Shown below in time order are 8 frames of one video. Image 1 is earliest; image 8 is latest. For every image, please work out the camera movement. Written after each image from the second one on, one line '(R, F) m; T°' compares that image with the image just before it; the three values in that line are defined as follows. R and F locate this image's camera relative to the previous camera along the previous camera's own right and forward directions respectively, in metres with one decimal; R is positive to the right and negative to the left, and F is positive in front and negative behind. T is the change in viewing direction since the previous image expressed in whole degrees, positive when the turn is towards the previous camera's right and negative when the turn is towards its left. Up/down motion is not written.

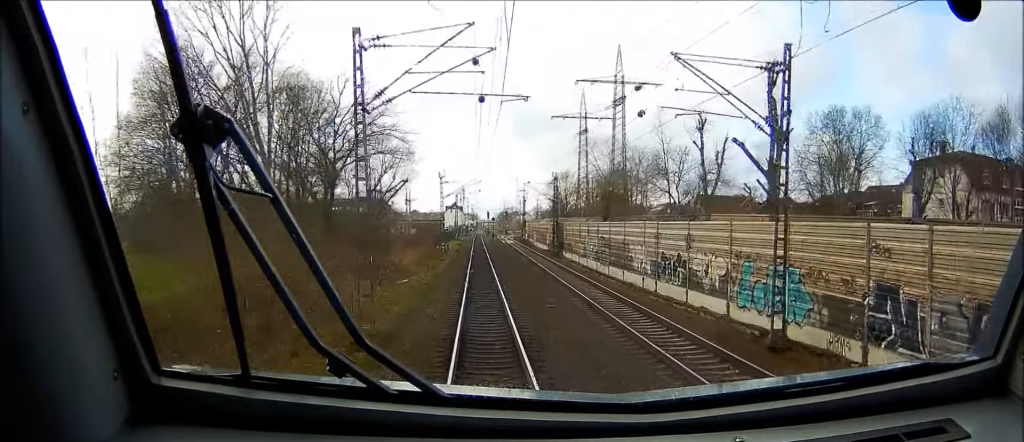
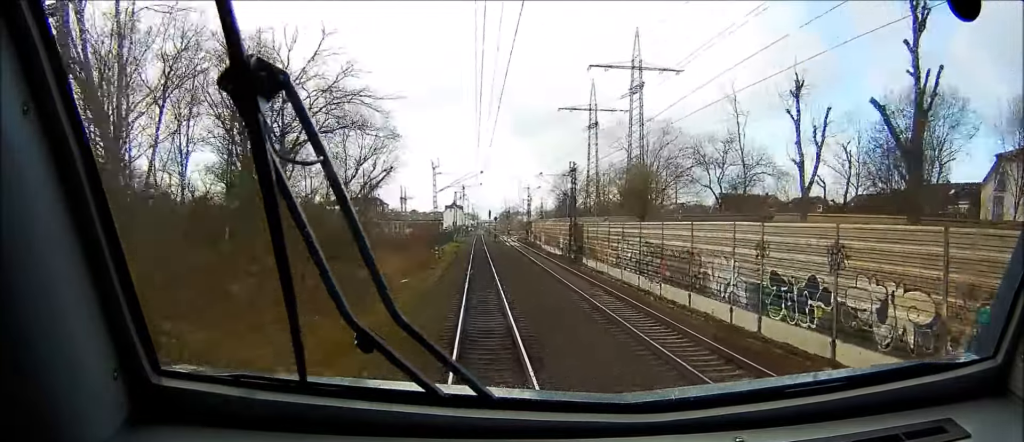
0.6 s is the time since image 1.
(0.0, +14.8) m; 0°
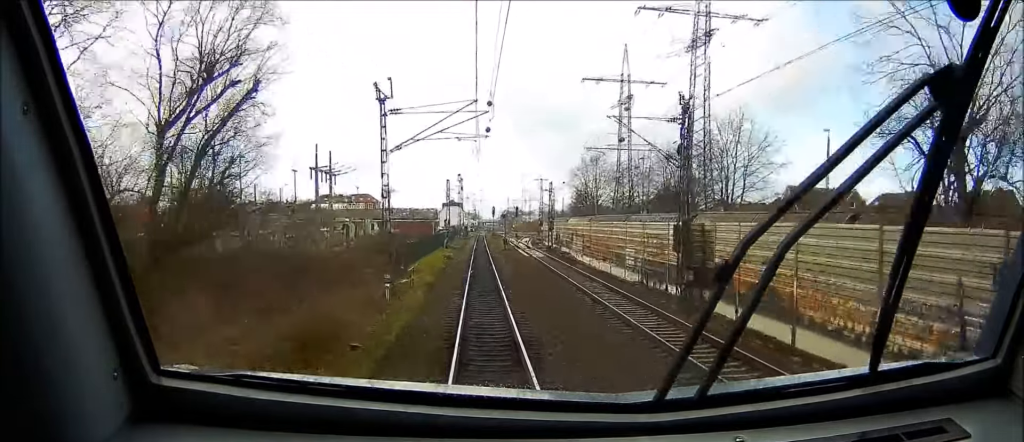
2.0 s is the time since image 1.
(0.0, +36.8) m; 0°
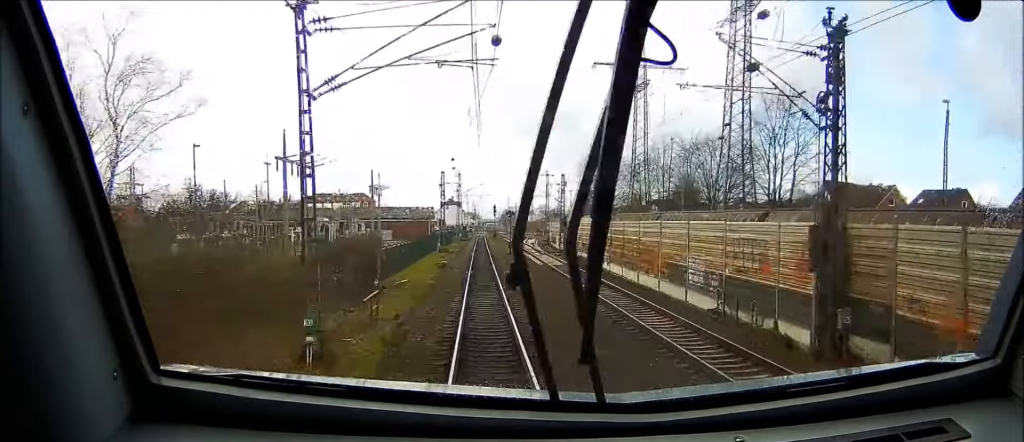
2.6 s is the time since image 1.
(-0.1, +14.3) m; 0°
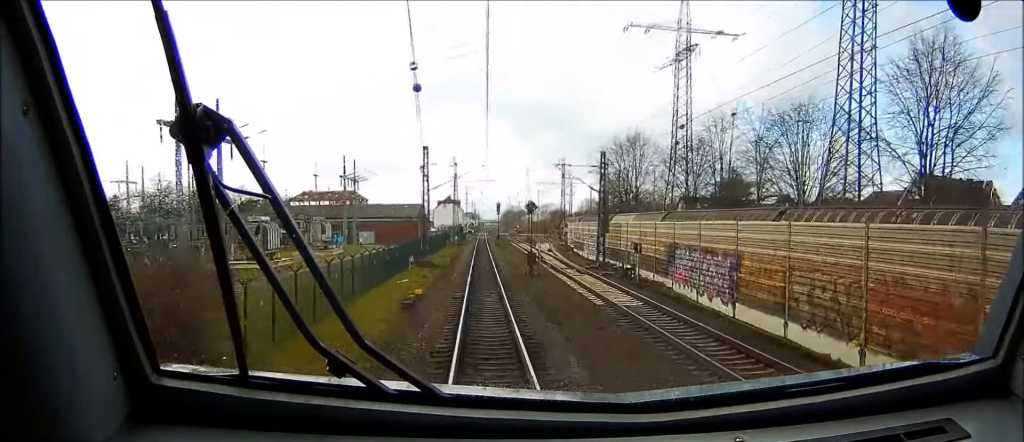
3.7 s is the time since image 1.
(+0.1, +27.2) m; 0°
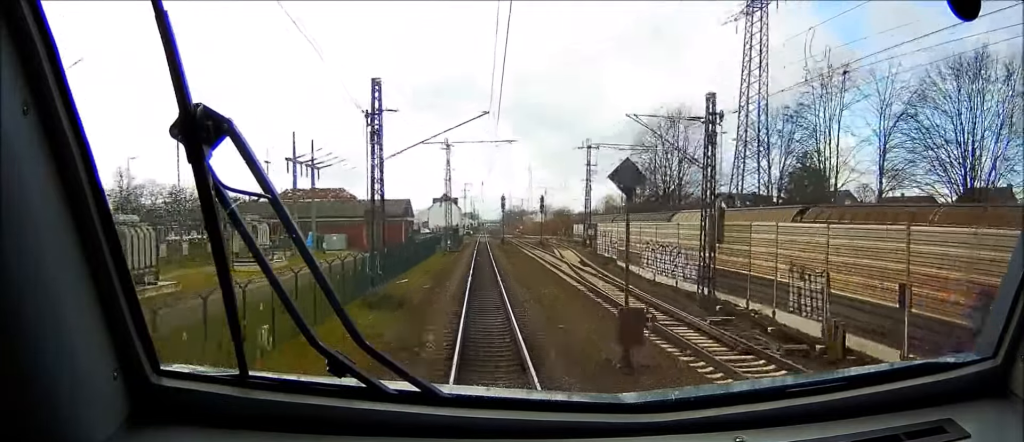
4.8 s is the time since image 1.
(0.0, +26.6) m; 0°
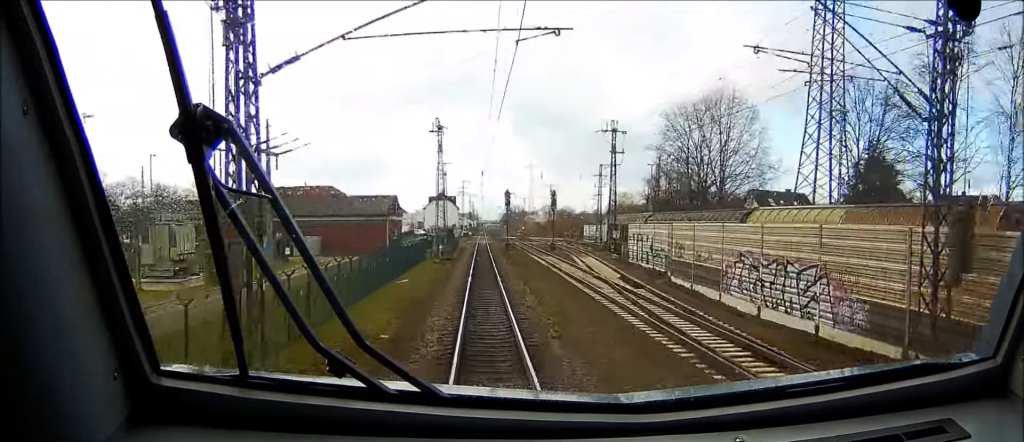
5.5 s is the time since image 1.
(0.0, +17.4) m; 0°
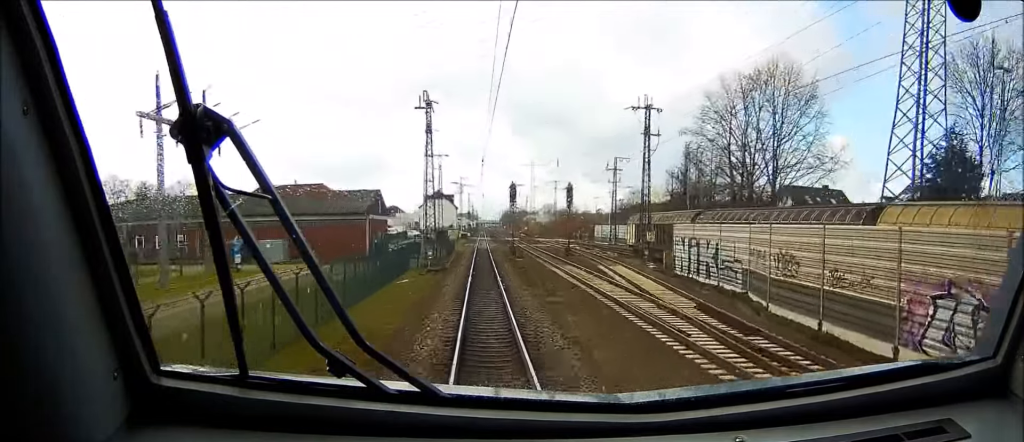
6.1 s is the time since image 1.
(0.0, +14.9) m; 0°
